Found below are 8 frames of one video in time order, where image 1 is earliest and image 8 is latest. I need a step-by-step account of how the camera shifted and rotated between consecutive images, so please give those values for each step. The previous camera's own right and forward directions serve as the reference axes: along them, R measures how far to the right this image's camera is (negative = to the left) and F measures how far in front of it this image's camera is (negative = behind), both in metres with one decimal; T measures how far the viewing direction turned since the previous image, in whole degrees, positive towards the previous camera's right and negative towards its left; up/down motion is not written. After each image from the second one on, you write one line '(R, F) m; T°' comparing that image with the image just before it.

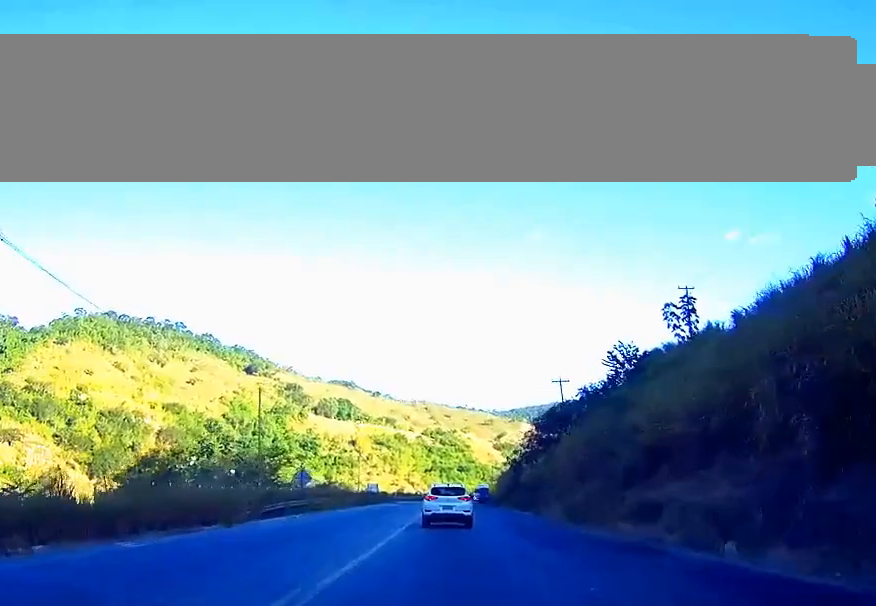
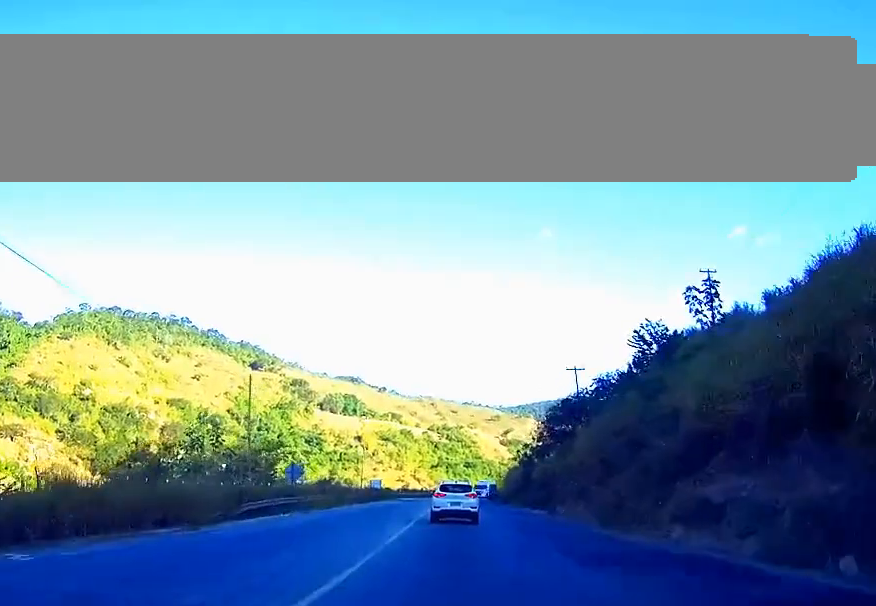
(0.0, +5.2) m; 0°
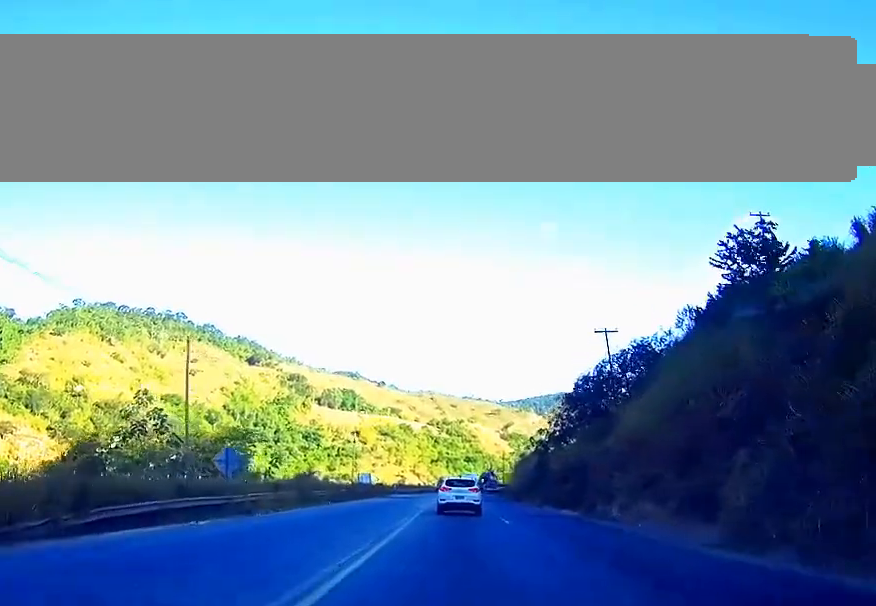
(-0.1, +14.7) m; -1°
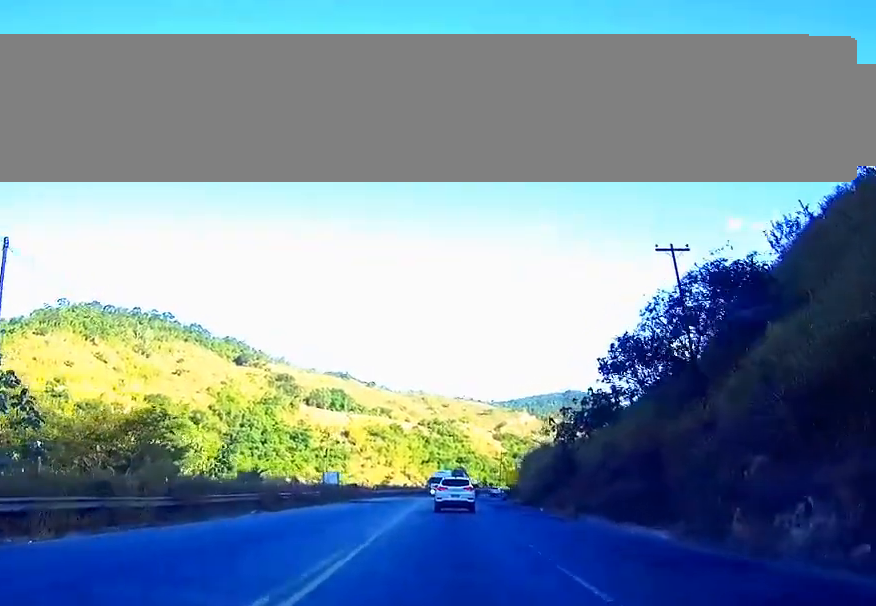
(0.0, +20.9) m; 0°
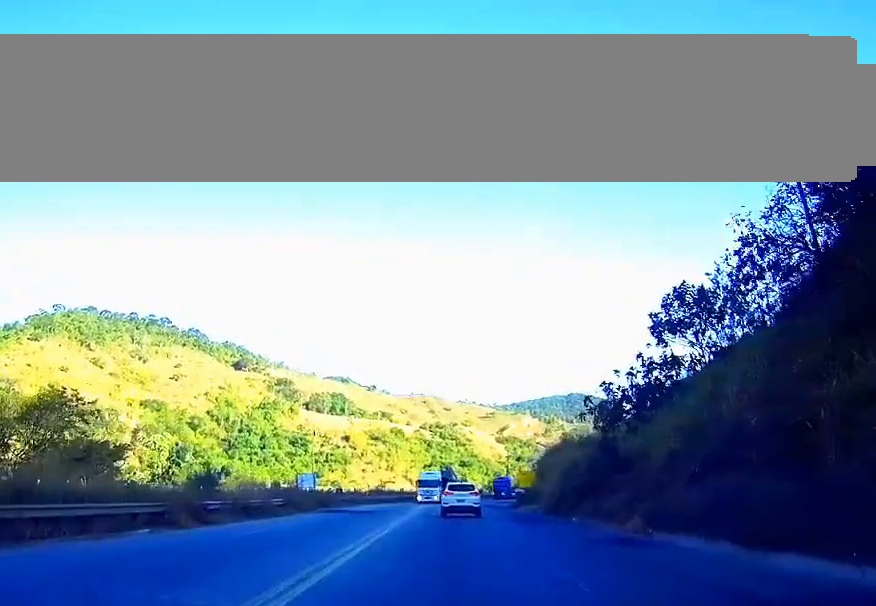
(0.0, +14.1) m; 0°
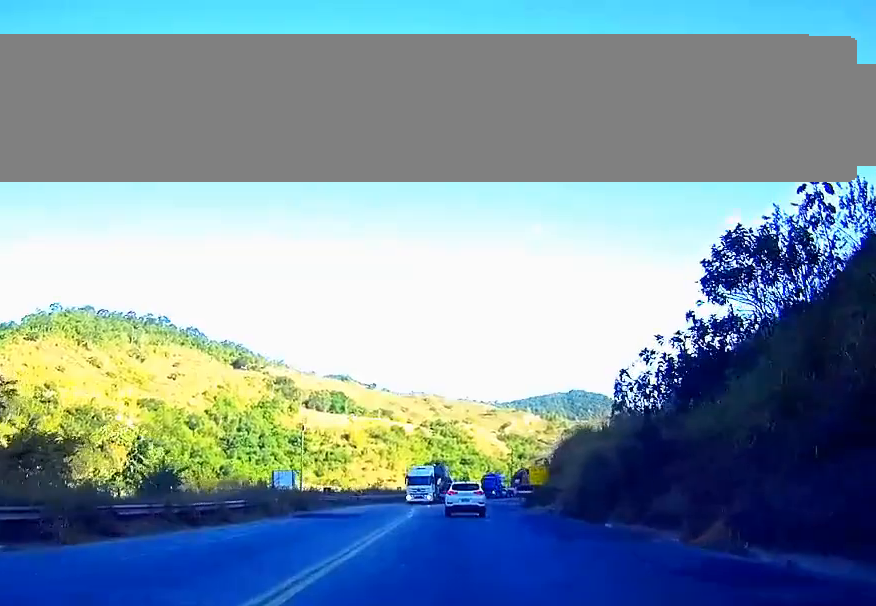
(-0.1, +8.7) m; 0°
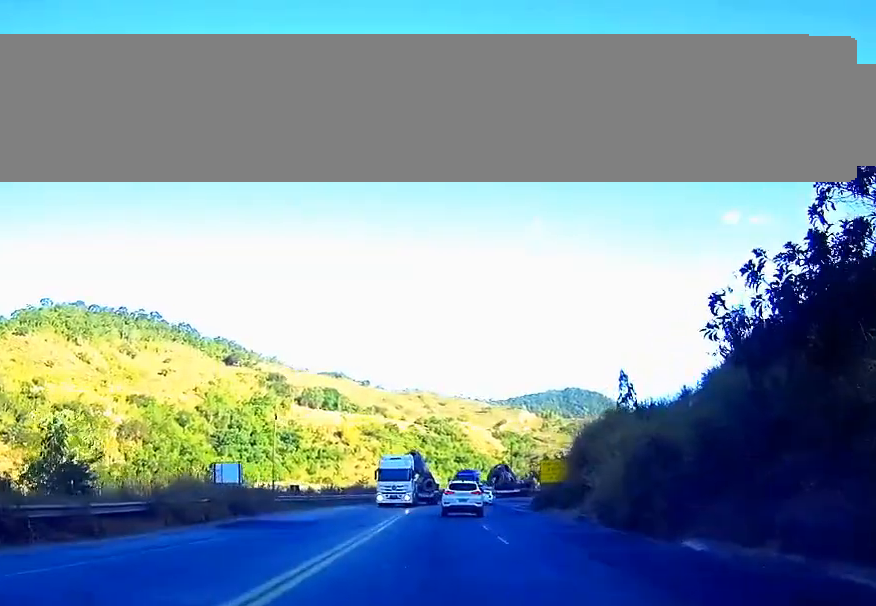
(0.0, +12.5) m; 0°
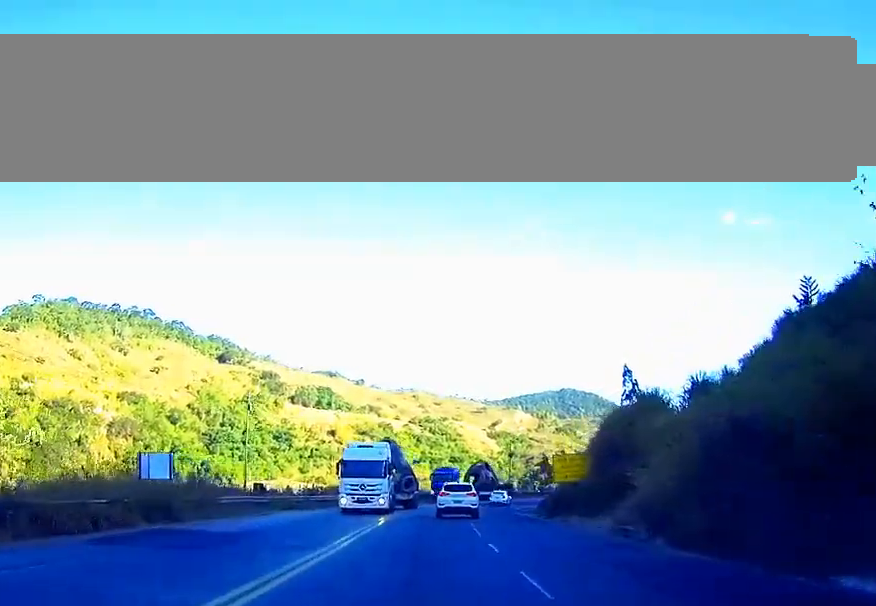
(+0.1, +9.9) m; +1°
